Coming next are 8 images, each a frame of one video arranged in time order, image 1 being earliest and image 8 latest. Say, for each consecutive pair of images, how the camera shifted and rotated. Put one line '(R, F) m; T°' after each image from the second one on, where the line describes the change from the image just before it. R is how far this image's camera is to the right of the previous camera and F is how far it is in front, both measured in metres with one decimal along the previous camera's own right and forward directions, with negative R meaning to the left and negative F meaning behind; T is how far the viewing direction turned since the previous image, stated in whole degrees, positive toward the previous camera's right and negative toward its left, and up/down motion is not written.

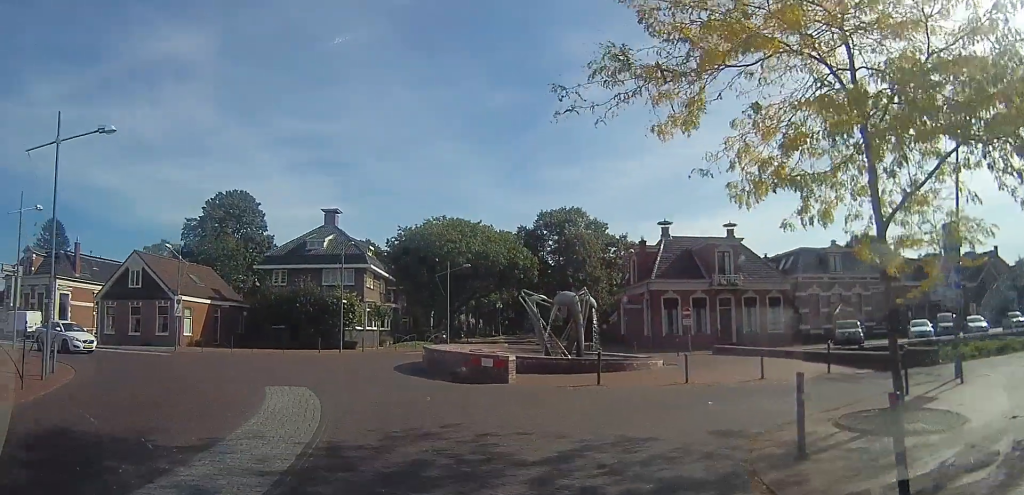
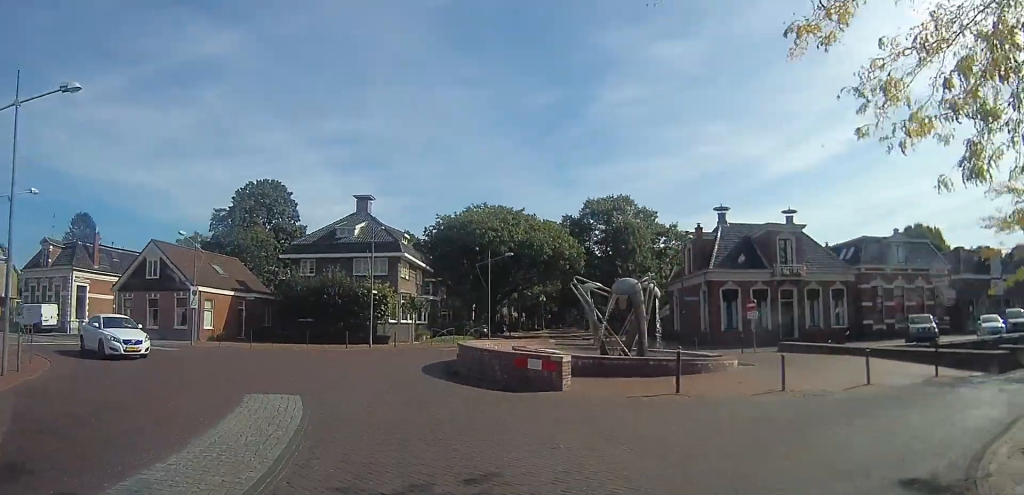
(-0.4, +2.6) m; +4°
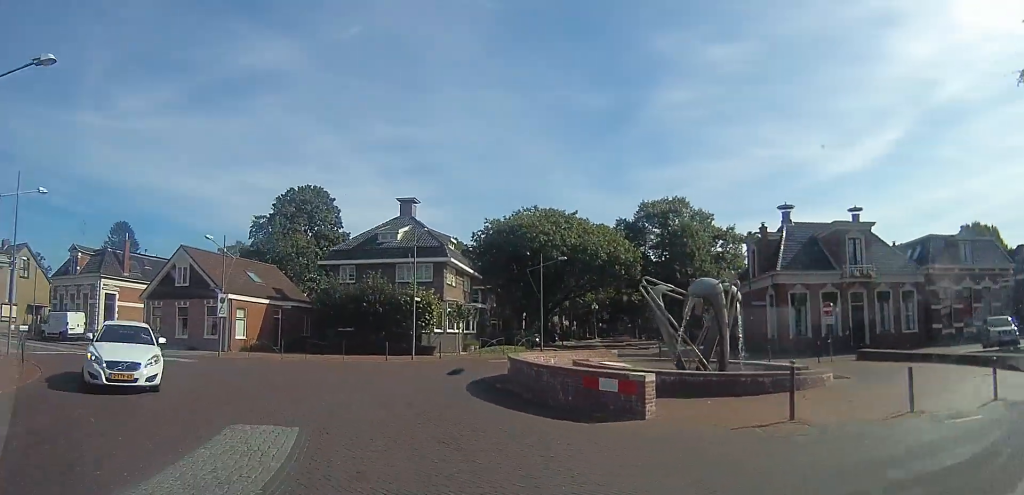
(+0.4, +2.2) m; -6°
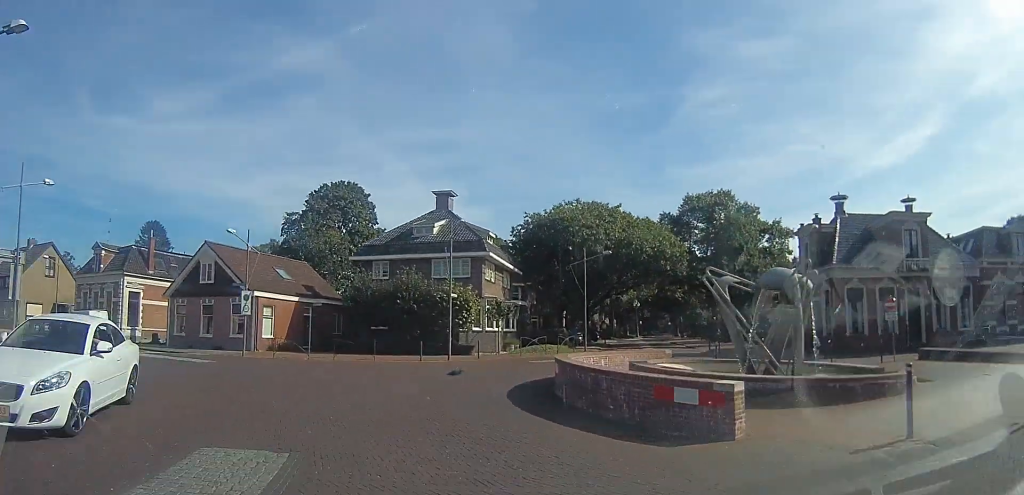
(+0.3, +1.5) m; -5°
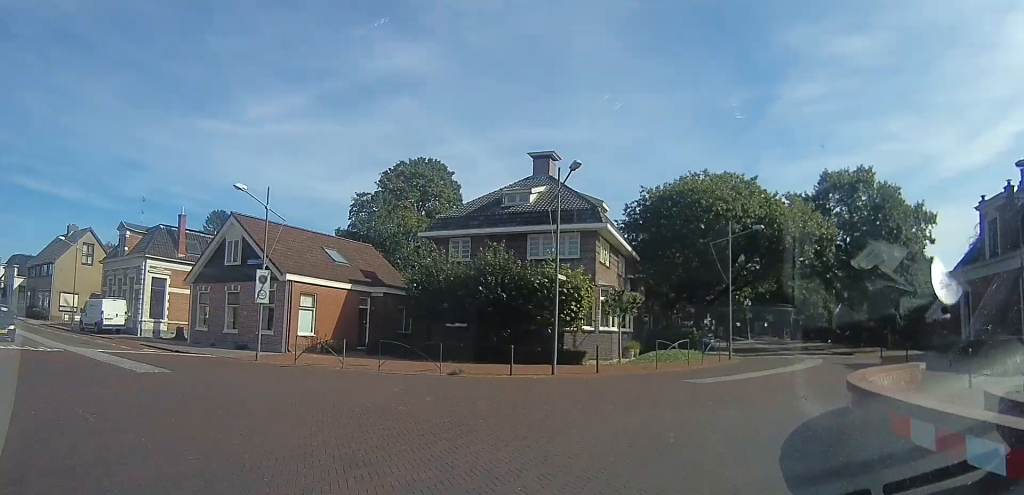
(-0.5, +7.6) m; -3°
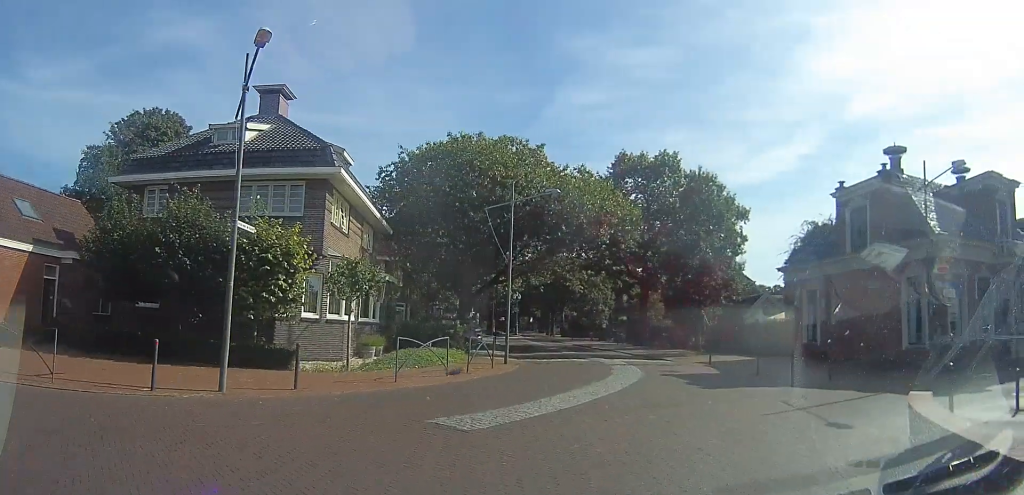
(+0.1, +6.7) m; +14°
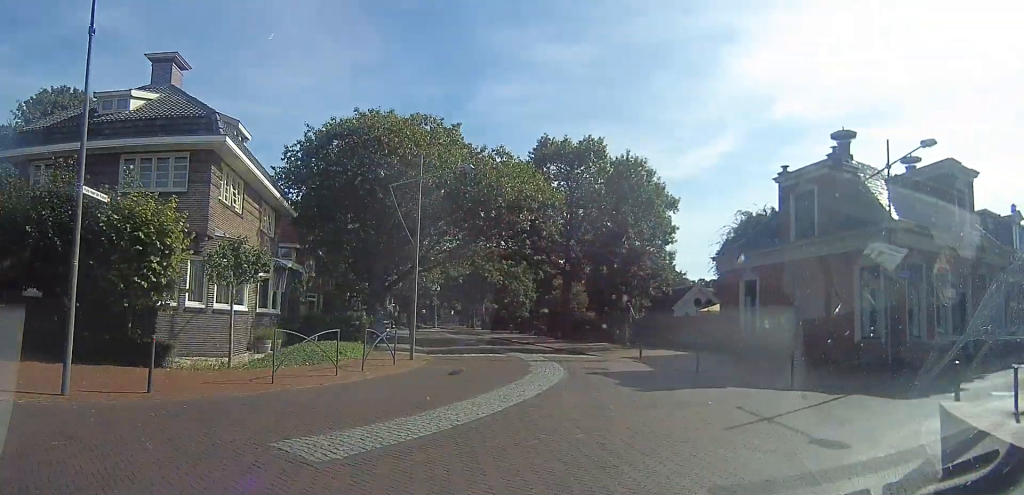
(+0.1, +2.1) m; +4°
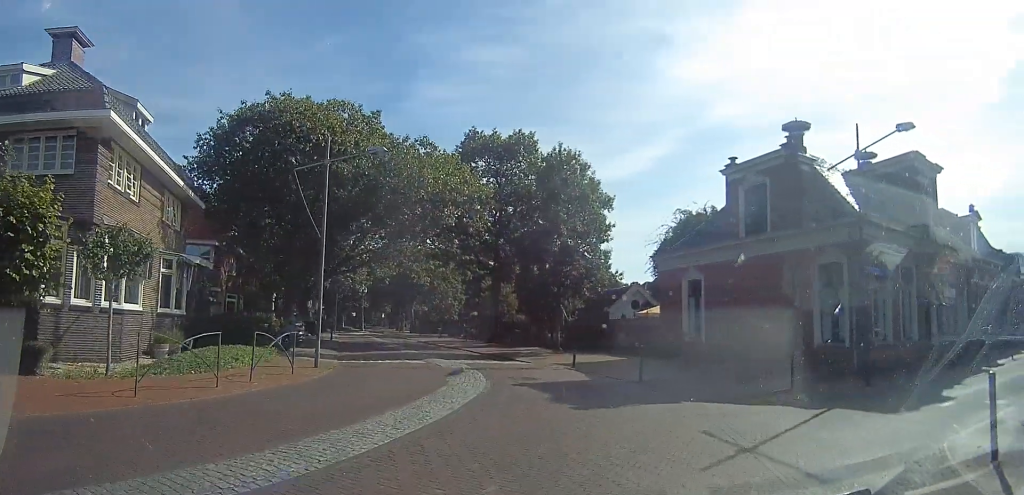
(0.0, +1.9) m; +2°
